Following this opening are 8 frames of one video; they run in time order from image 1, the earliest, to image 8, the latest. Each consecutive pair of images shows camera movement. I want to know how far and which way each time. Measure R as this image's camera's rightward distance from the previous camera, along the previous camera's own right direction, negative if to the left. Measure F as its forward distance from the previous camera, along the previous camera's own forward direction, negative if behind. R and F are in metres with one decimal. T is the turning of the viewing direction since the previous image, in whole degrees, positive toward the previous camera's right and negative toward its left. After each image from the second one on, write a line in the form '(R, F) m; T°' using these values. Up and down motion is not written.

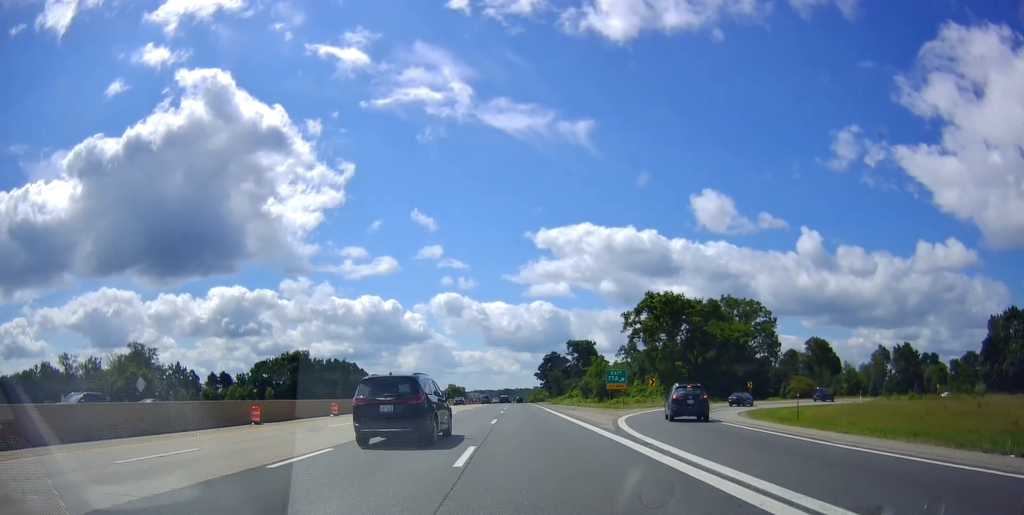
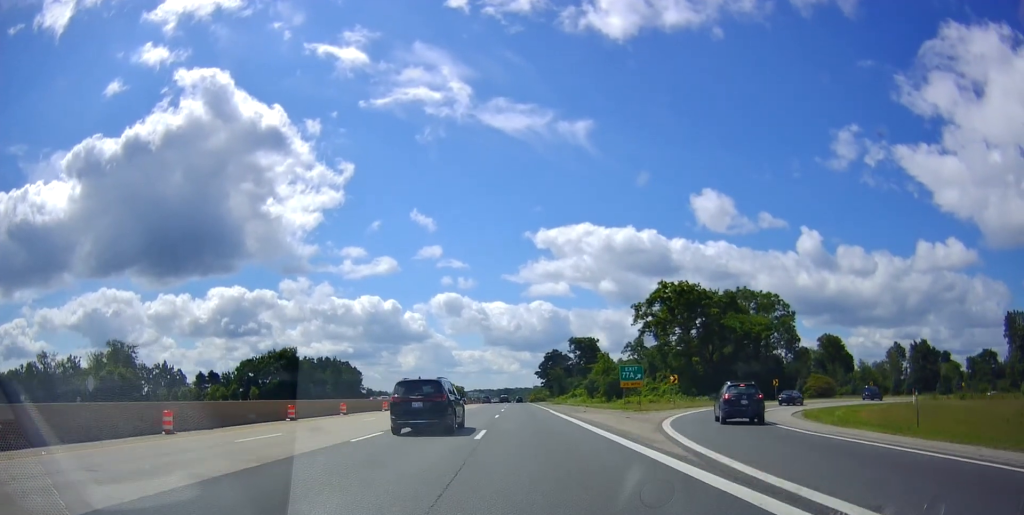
(+0.3, +9.0) m; +1°
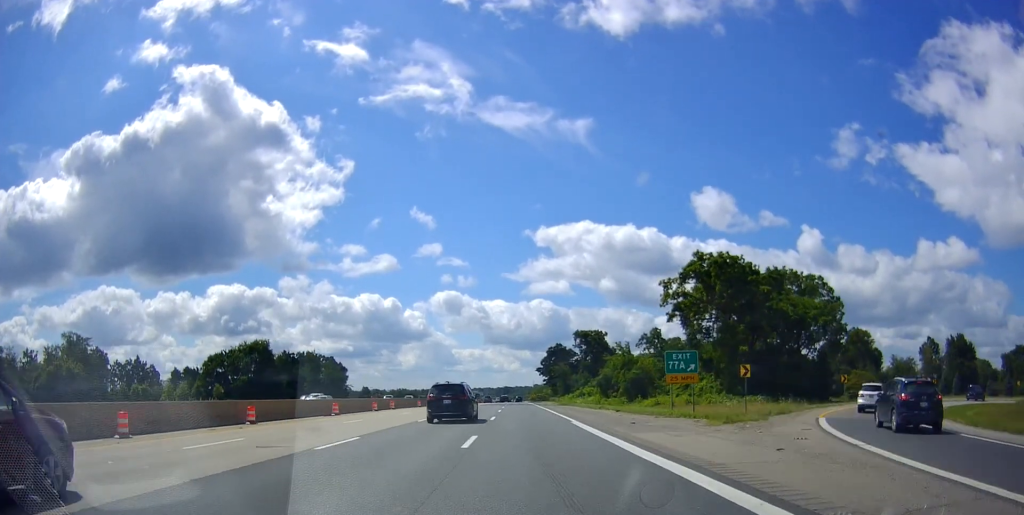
(+0.4, +17.3) m; +1°
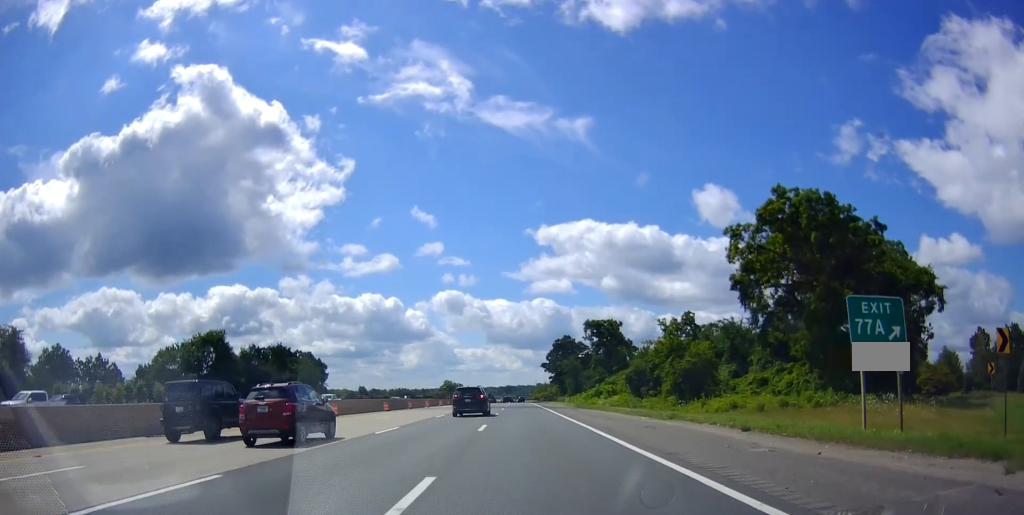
(0.0, +22.2) m; 0°
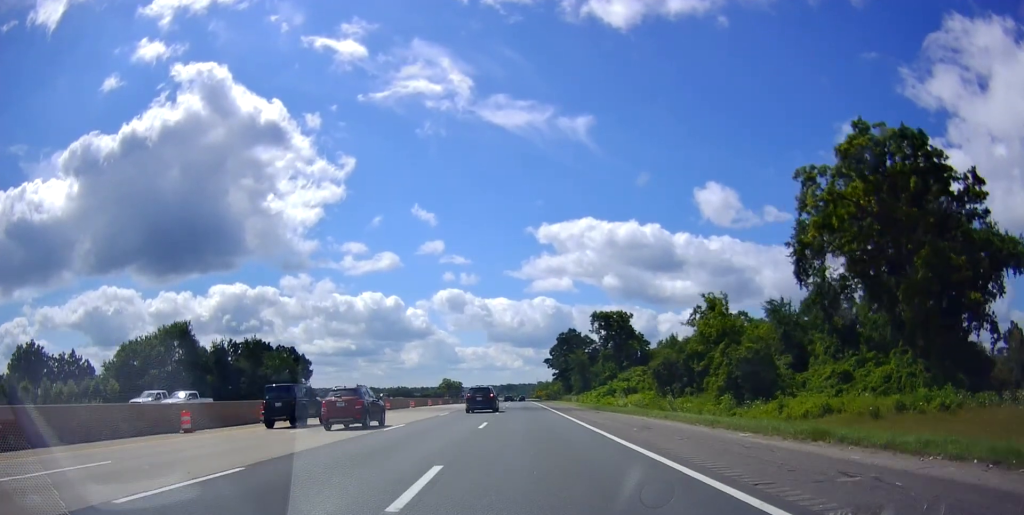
(0.0, +13.4) m; 0°
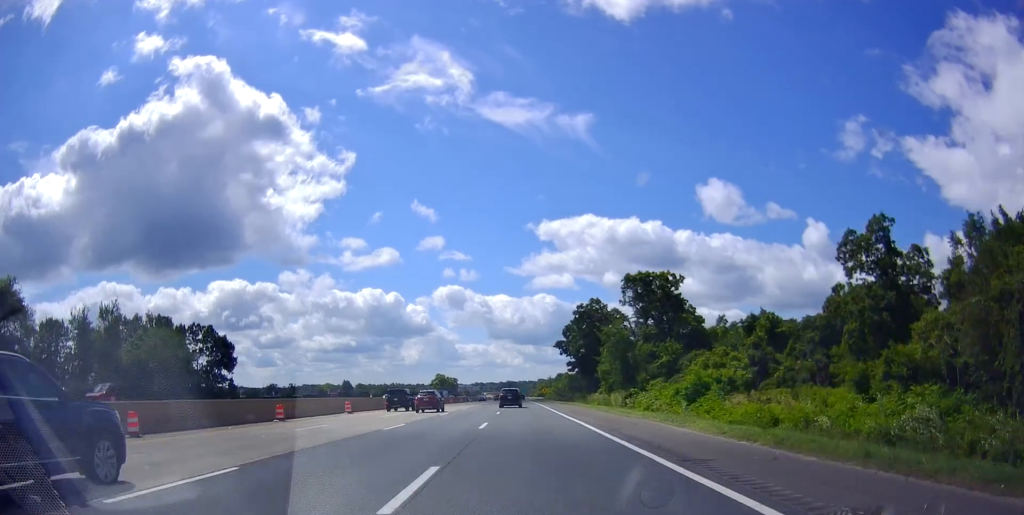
(+0.7, +44.8) m; +2°
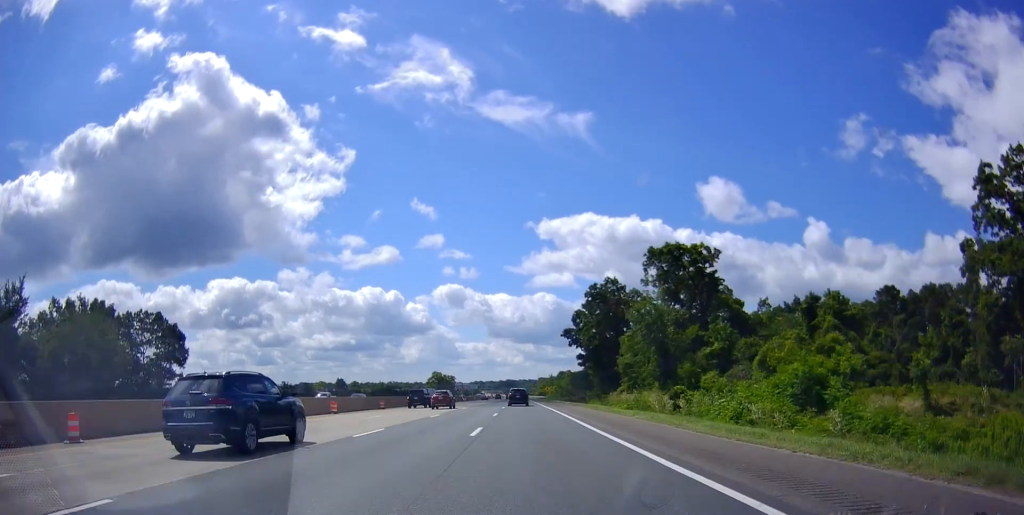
(+0.3, +19.1) m; 0°
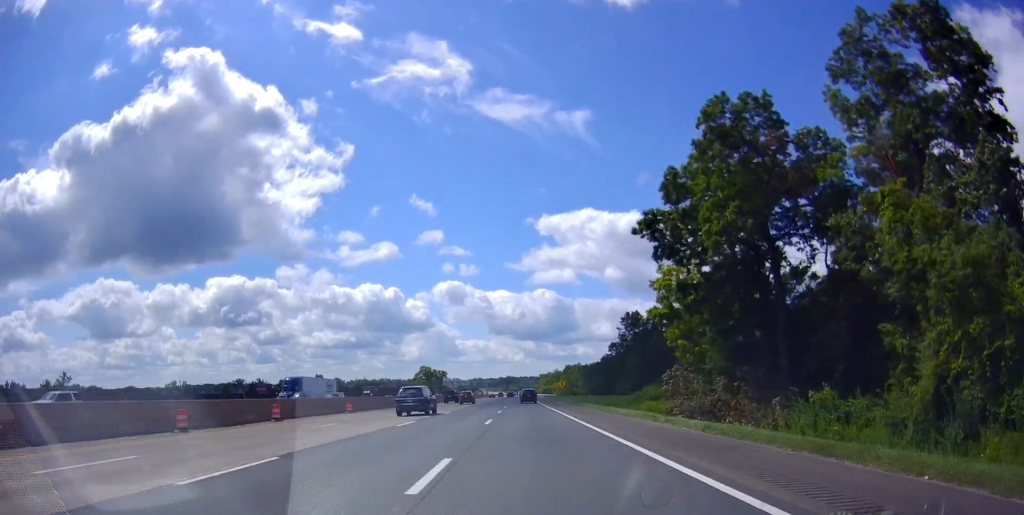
(-1.1, +58.1) m; -1°
